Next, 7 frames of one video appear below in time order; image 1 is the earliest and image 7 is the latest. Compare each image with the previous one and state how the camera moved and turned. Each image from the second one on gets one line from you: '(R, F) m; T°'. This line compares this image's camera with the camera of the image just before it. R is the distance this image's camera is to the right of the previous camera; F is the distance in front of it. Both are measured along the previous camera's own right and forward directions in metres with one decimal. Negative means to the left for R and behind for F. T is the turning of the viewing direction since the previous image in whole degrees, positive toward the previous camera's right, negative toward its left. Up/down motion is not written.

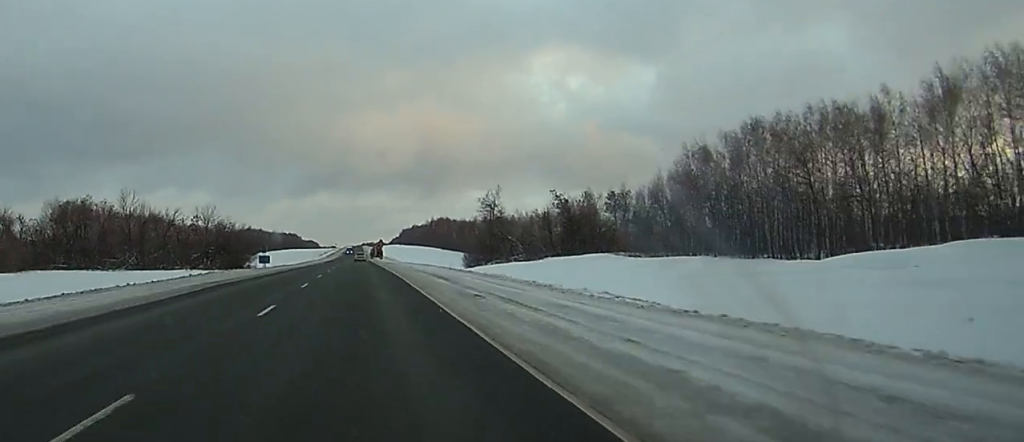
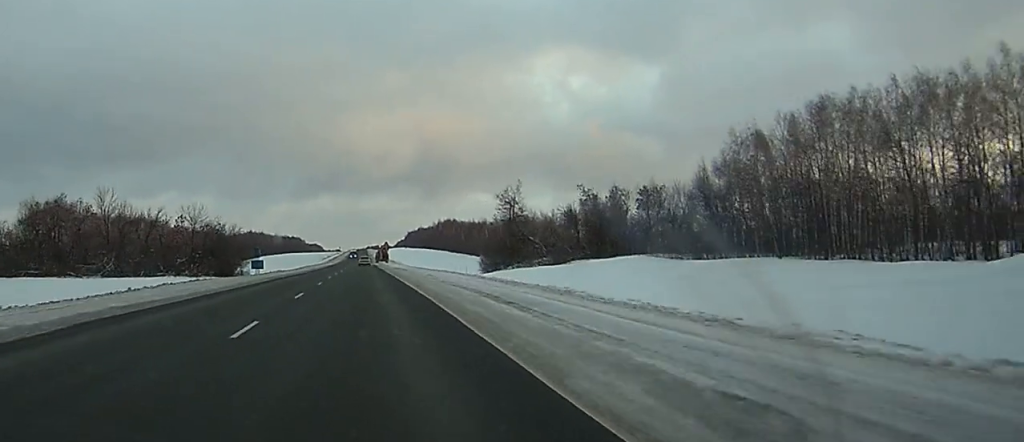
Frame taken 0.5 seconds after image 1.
(+0.1, +15.7) m; 0°
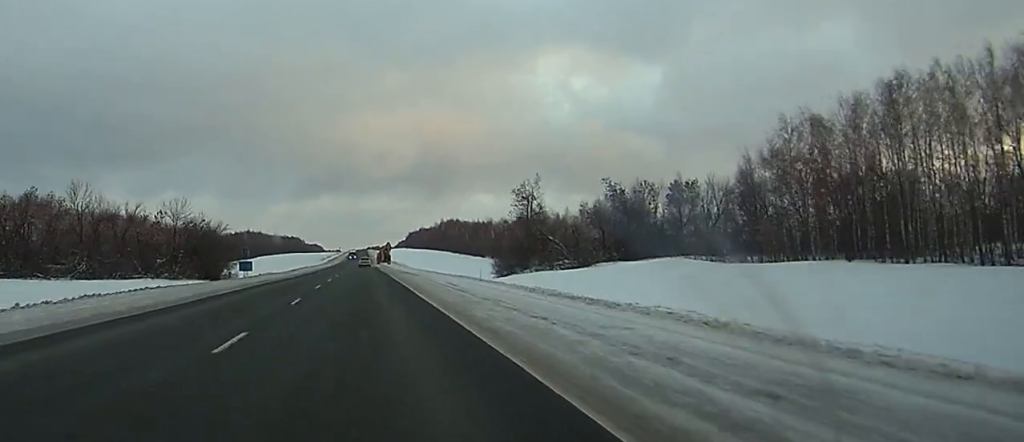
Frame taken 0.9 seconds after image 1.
(0.0, +13.6) m; 0°
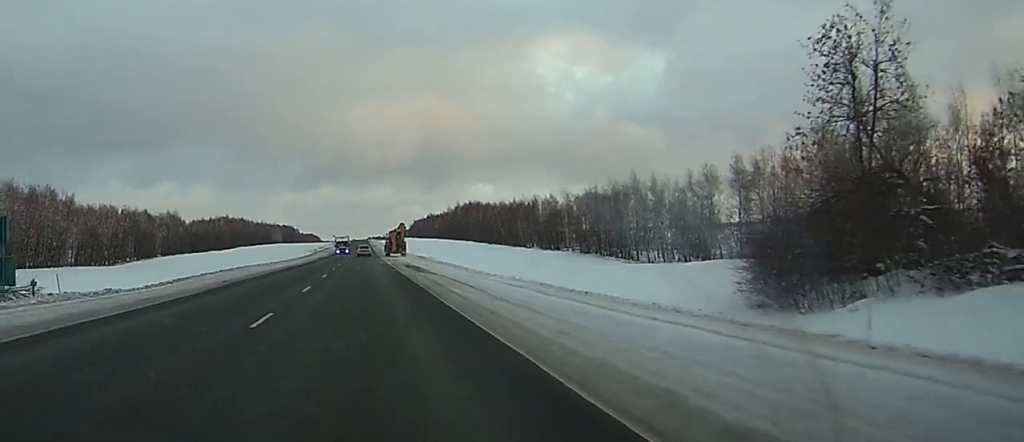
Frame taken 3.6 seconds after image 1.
(-0.5, +82.2) m; 0°
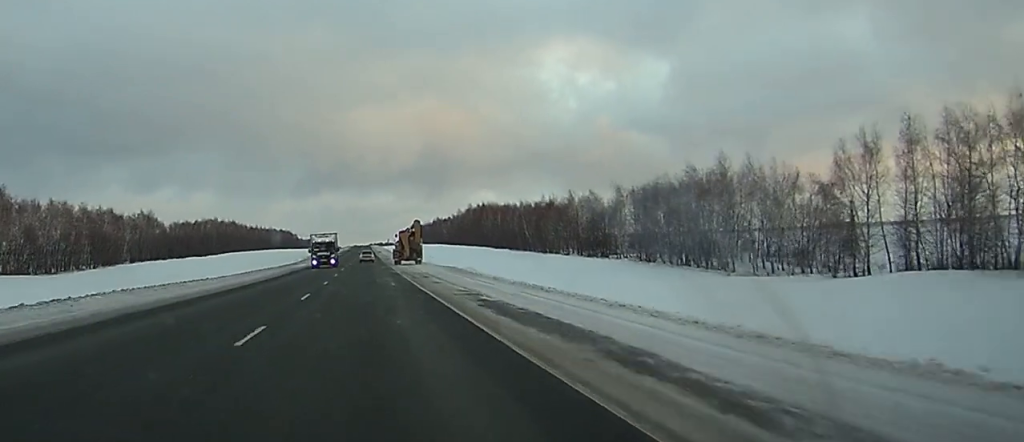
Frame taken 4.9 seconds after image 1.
(+0.1, +39.2) m; 0°
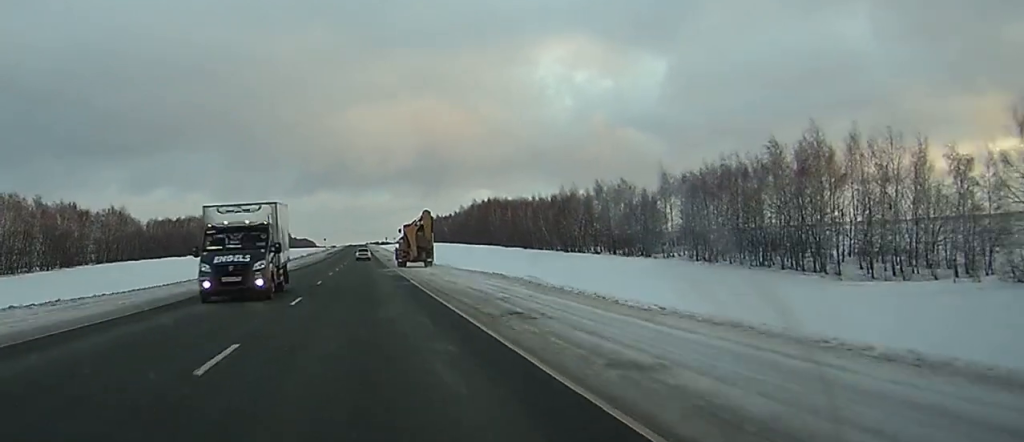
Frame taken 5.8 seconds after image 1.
(0.0, +26.8) m; 0°
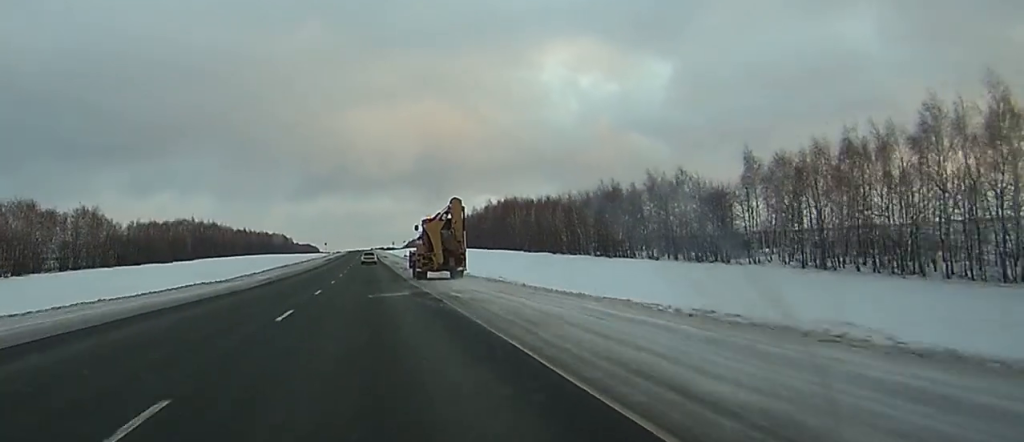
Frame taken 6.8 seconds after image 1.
(0.0, +28.7) m; 0°
